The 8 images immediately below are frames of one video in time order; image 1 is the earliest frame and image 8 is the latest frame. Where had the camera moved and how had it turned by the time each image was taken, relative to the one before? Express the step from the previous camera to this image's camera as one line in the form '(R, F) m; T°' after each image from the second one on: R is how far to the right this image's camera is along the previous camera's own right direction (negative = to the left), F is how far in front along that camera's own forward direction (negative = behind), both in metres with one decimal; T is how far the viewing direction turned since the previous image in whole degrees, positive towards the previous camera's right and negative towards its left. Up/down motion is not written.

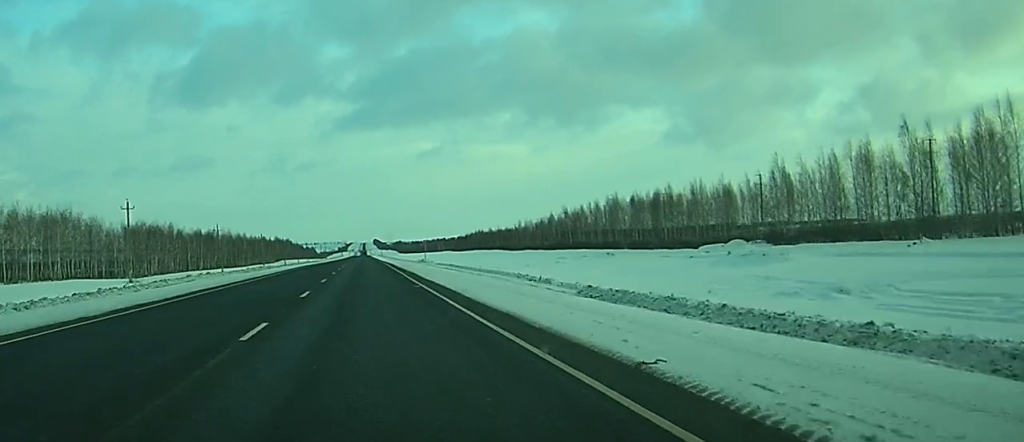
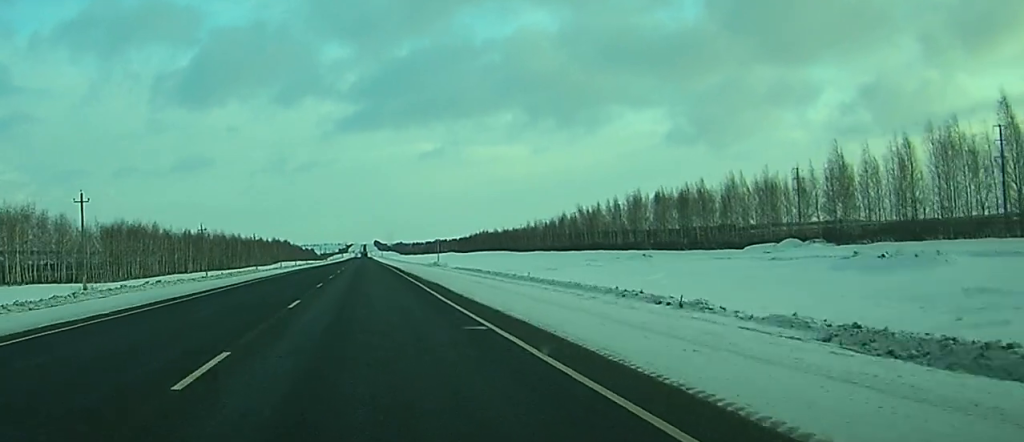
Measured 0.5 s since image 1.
(0.0, +16.3) m; 0°
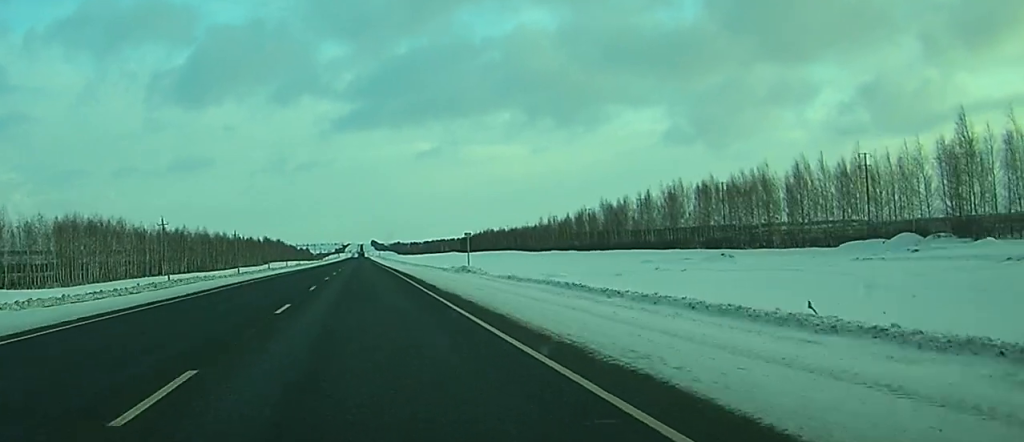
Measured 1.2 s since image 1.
(0.0, +25.6) m; 0°
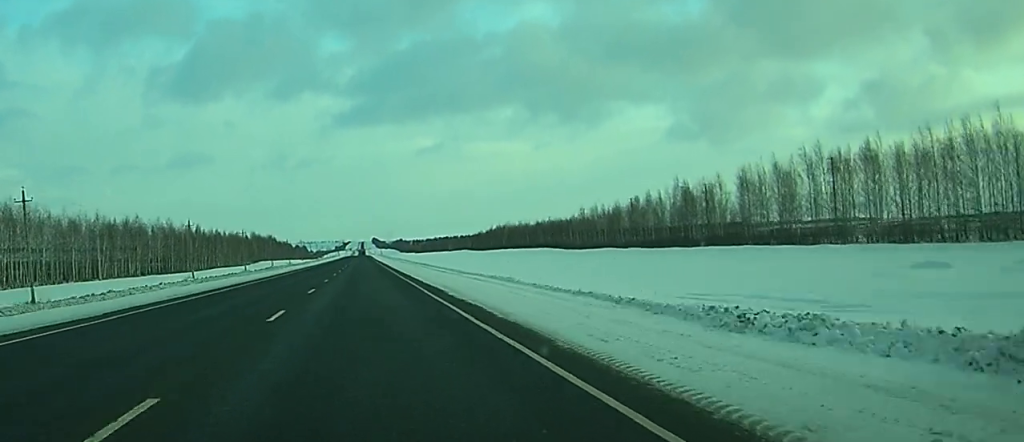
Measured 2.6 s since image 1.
(+0.1, +49.0) m; 0°
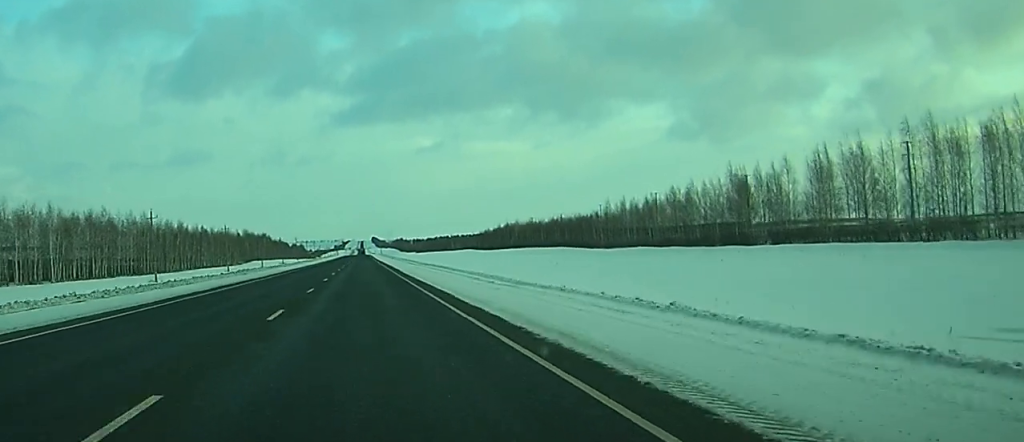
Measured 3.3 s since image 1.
(0.0, +23.4) m; 0°
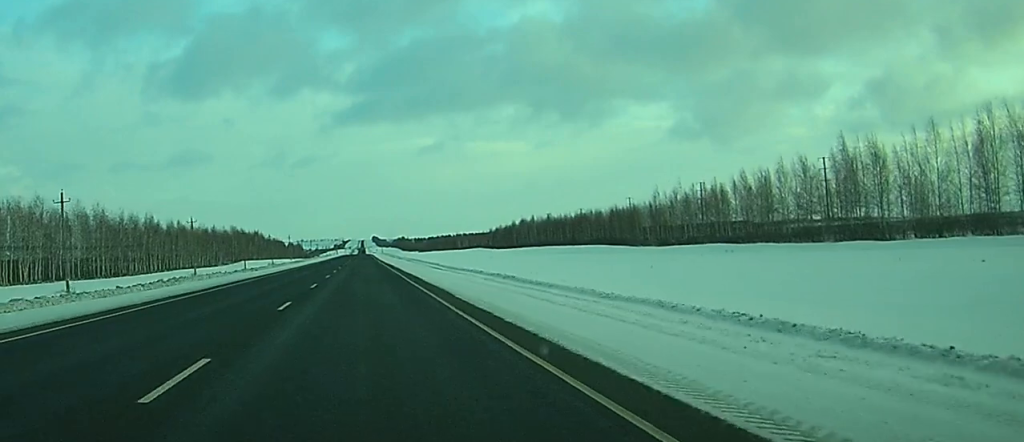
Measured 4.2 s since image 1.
(0.0, +32.9) m; 0°
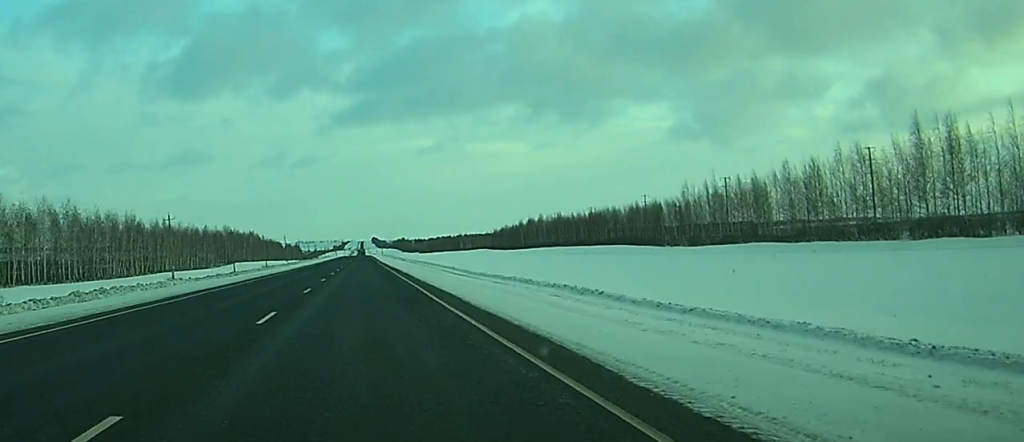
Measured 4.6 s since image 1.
(0.0, +15.3) m; 0°
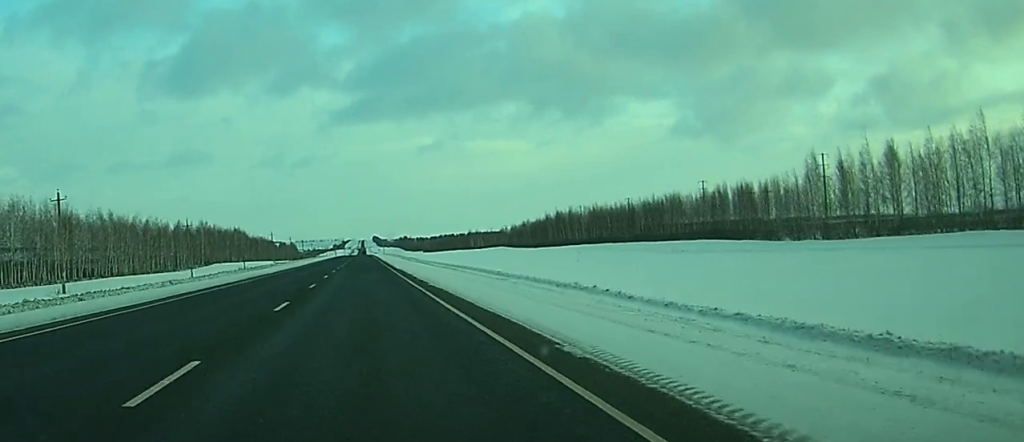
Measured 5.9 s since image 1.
(0.0, +43.8) m; 0°
